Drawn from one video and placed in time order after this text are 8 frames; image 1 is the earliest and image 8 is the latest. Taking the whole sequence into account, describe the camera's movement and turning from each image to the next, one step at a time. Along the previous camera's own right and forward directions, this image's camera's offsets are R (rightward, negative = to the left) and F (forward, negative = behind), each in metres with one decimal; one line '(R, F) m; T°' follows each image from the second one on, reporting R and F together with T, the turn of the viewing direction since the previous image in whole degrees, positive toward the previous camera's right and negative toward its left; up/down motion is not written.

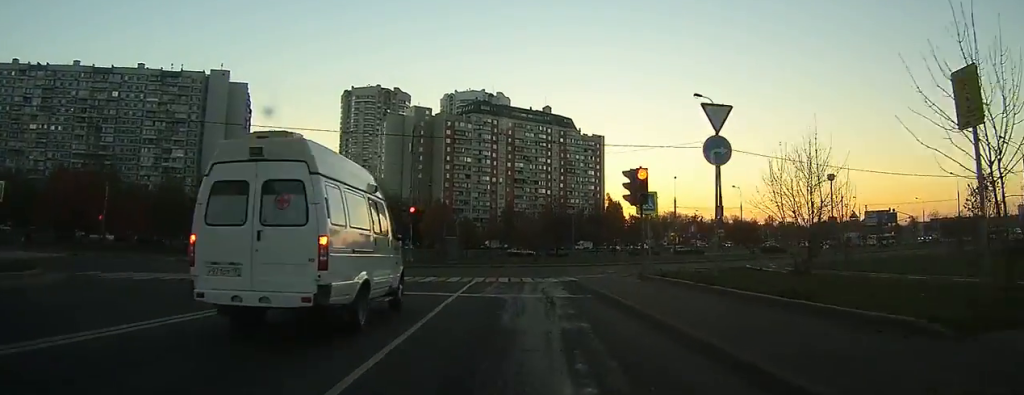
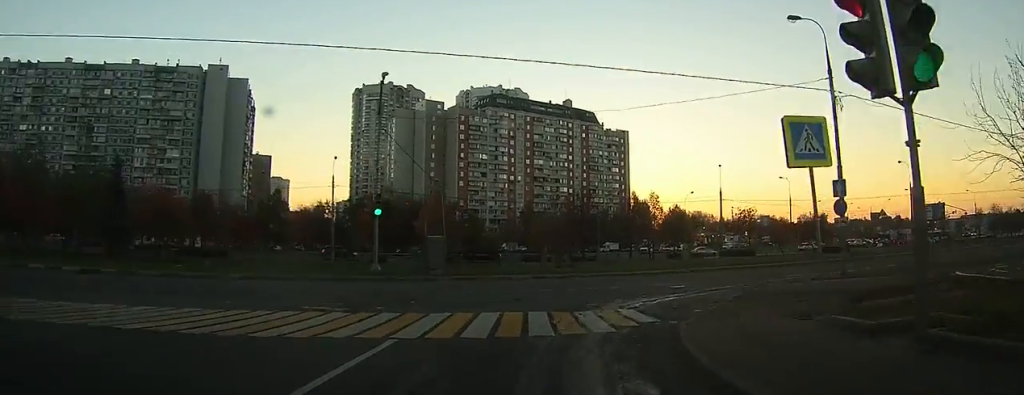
(+0.4, +19.1) m; +3°
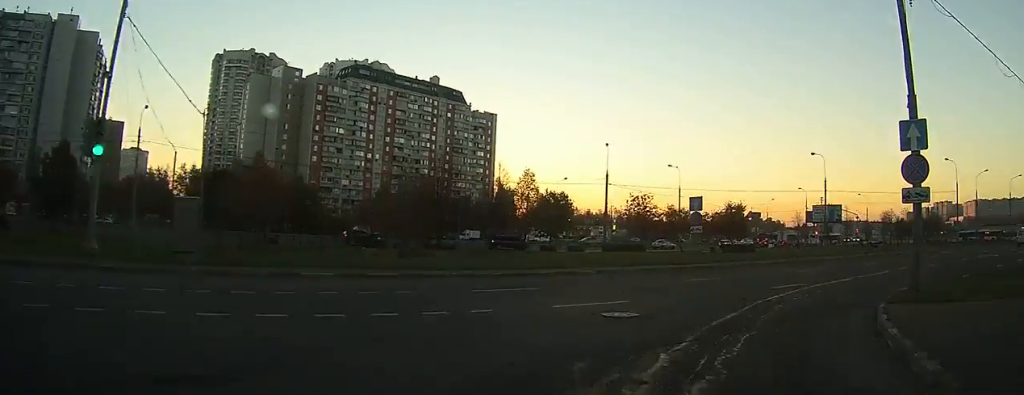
(+0.4, +14.6) m; +13°
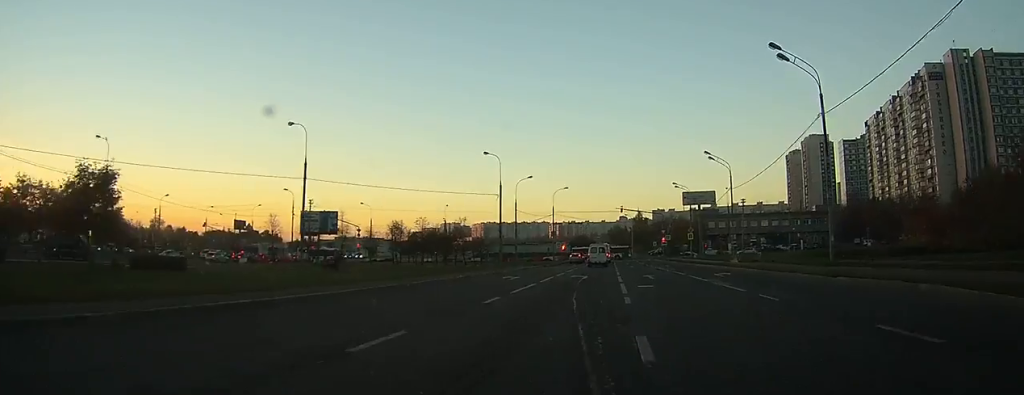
(+8.8, +23.0) m; +36°
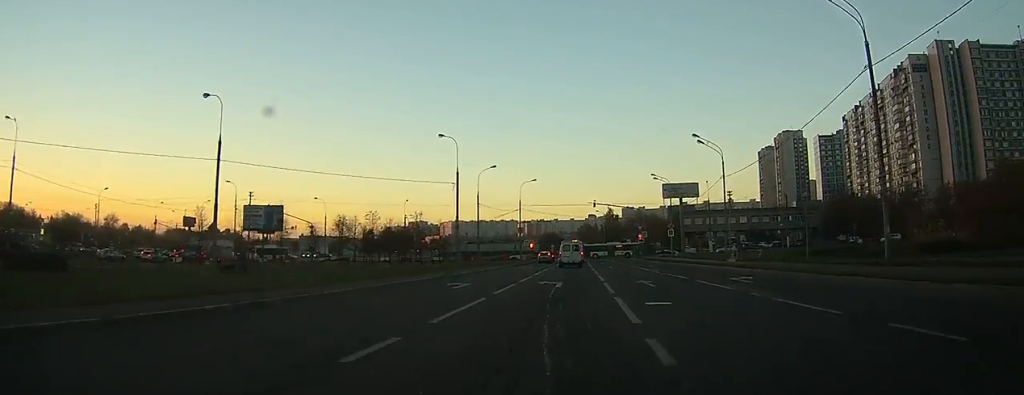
(+0.5, +7.2) m; +6°
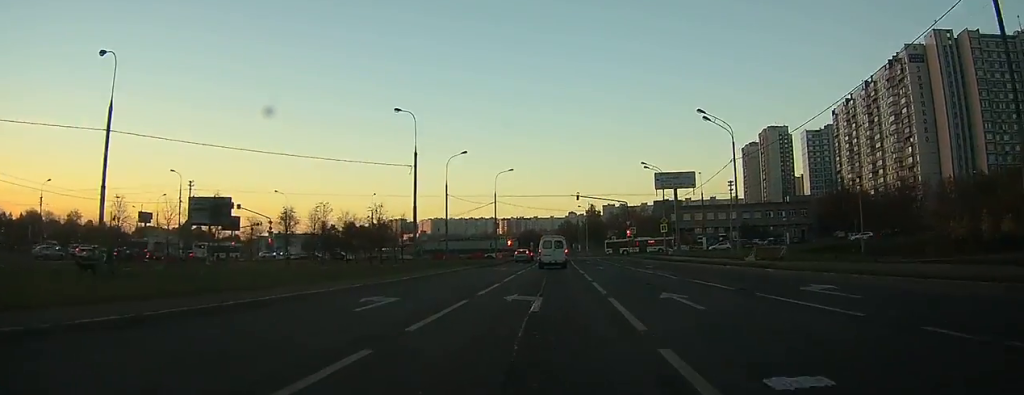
(+0.5, +7.8) m; +4°
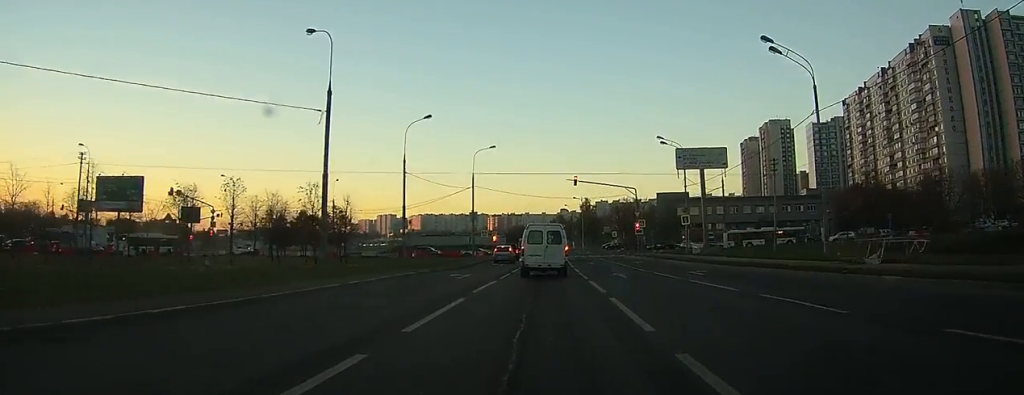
(+0.8, +14.4) m; +4°
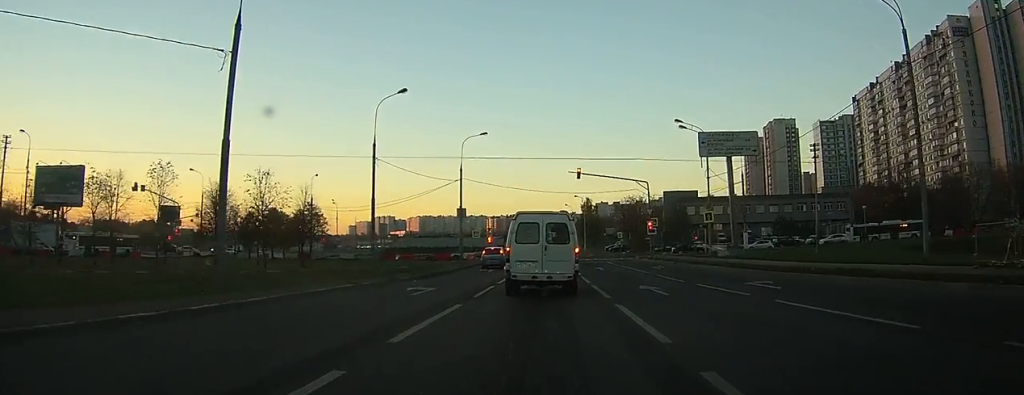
(+0.1, +9.4) m; +1°
